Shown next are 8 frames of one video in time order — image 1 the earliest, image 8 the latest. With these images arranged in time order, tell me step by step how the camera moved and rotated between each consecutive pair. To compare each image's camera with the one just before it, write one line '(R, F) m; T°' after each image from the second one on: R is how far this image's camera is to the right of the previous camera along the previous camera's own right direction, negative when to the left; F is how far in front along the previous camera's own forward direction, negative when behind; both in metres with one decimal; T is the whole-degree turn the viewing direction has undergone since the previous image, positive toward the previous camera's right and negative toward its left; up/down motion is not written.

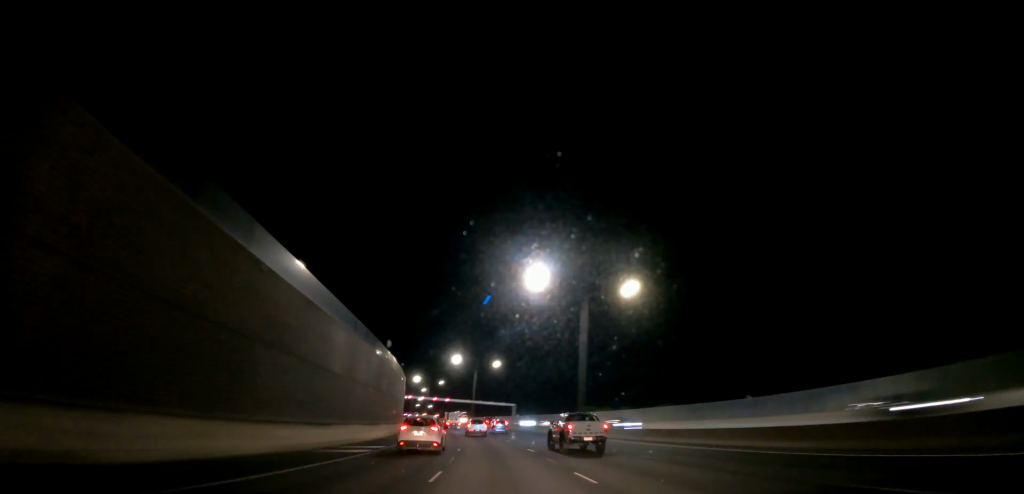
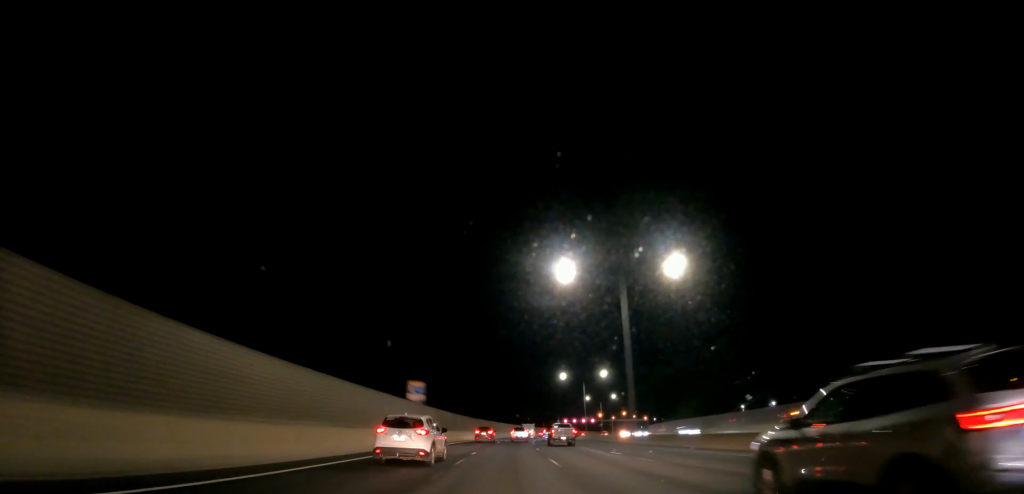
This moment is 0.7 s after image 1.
(-0.9, +12.7) m; 0°
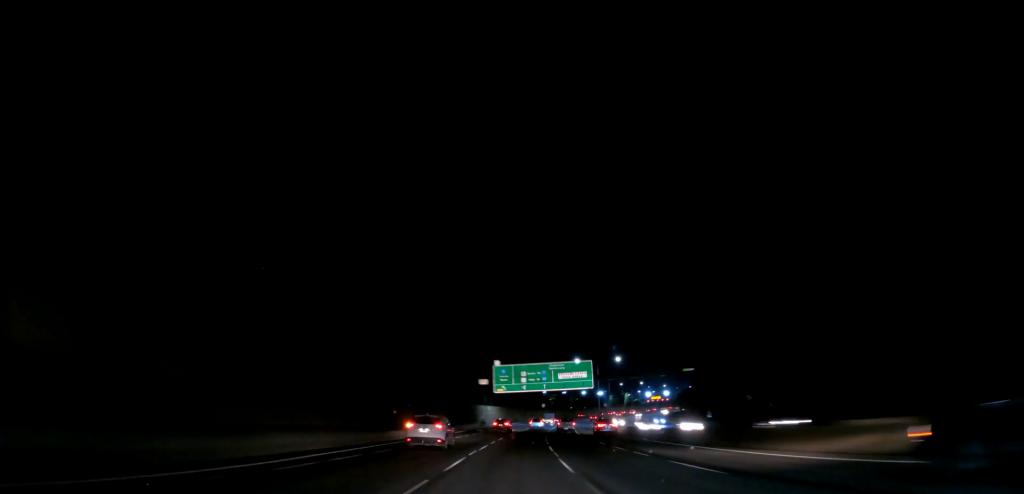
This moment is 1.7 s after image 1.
(+1.4, +19.0) m; 0°
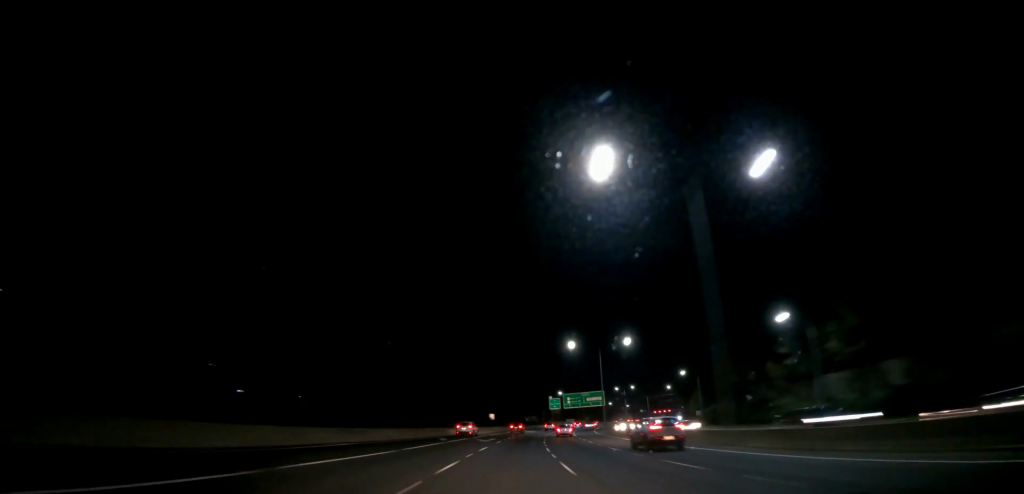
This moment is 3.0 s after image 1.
(-0.9, +25.8) m; 0°
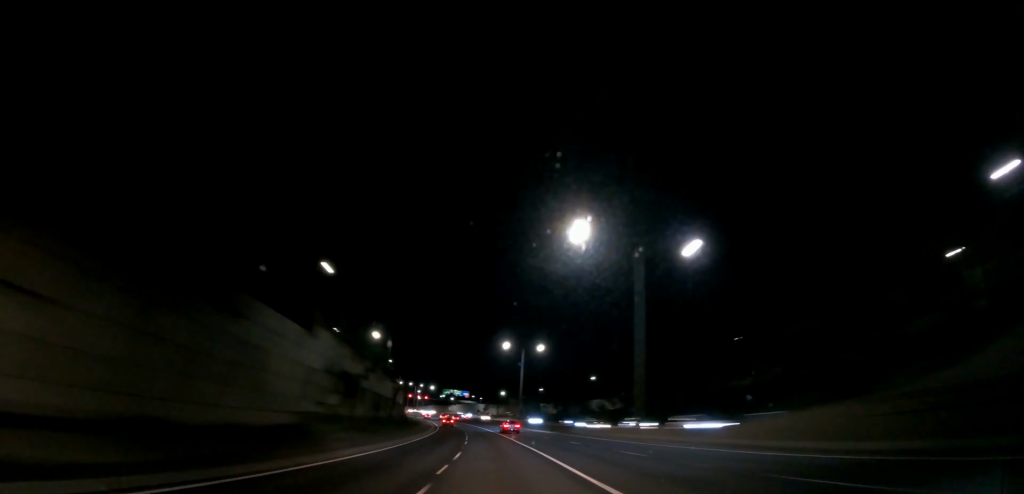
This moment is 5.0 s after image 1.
(0.0, +37.3) m; +2°
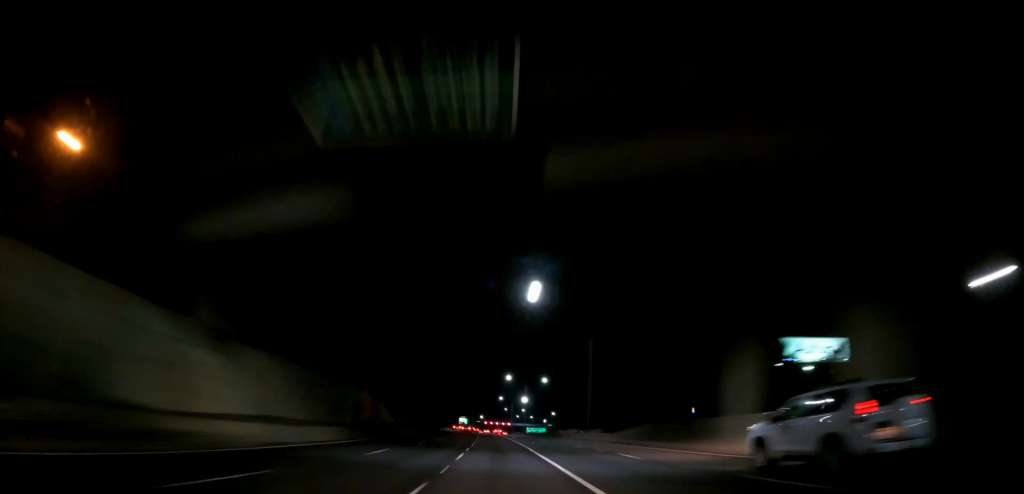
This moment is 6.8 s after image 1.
(+1.3, +36.5) m; -2°
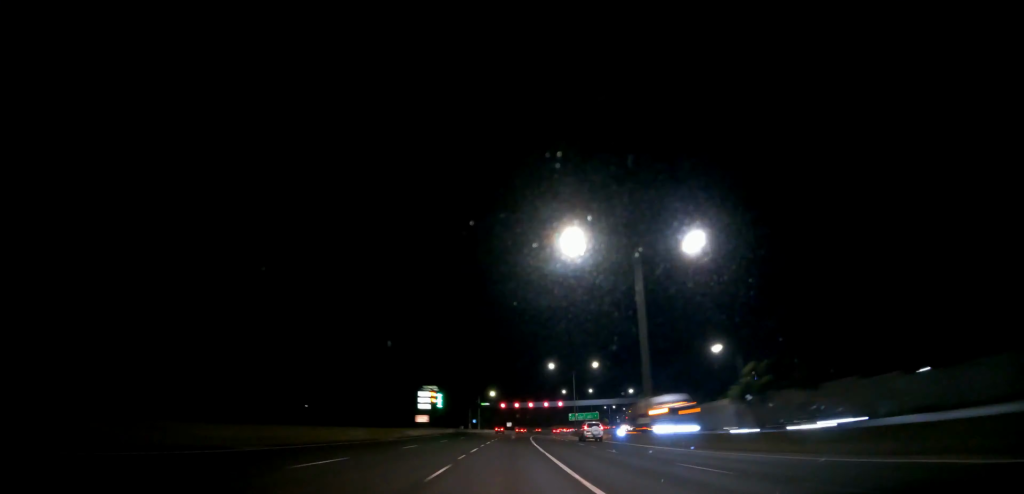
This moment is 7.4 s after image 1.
(-0.9, +11.8) m; 0°
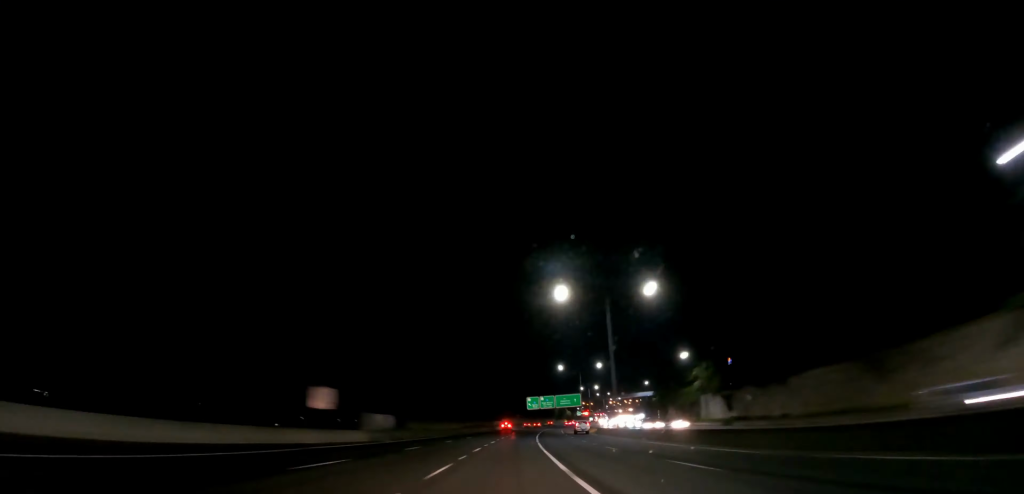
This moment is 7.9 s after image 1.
(+0.1, +8.5) m; +1°
